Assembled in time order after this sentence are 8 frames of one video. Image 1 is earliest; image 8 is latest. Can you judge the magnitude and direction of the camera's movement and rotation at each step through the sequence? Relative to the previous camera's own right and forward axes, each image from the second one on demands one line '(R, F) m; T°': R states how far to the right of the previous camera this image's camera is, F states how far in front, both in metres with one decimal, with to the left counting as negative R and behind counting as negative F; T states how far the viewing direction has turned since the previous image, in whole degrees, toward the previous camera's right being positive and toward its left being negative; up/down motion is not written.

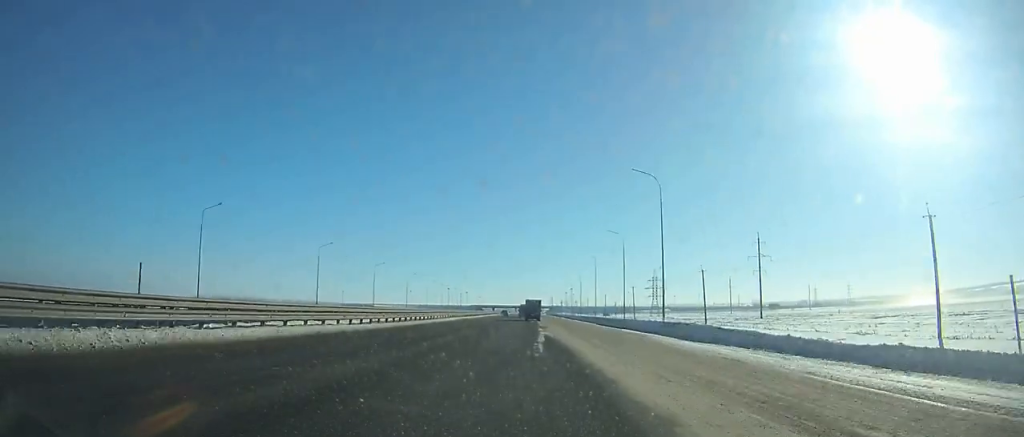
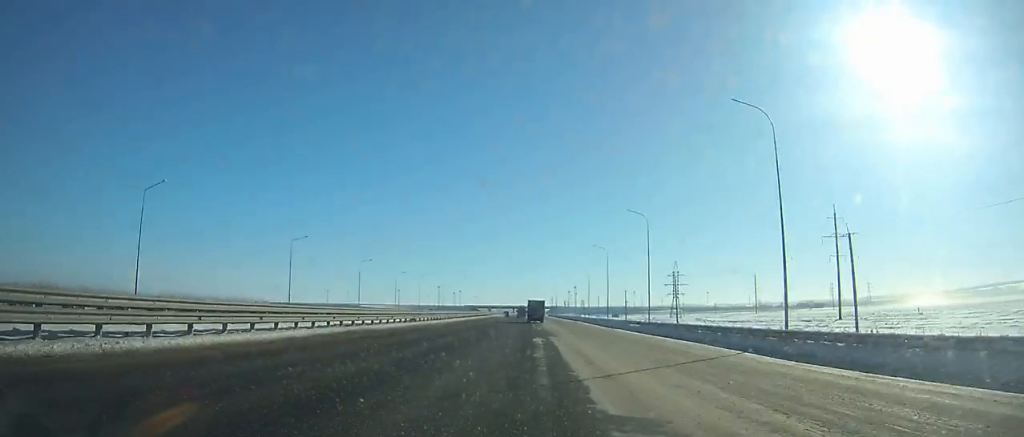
(0.0, +44.6) m; 0°
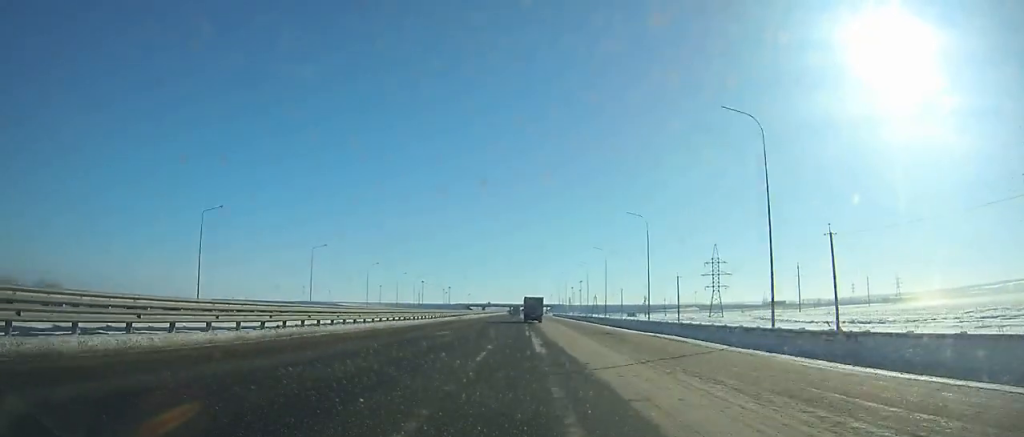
(-0.1, +58.0) m; 0°
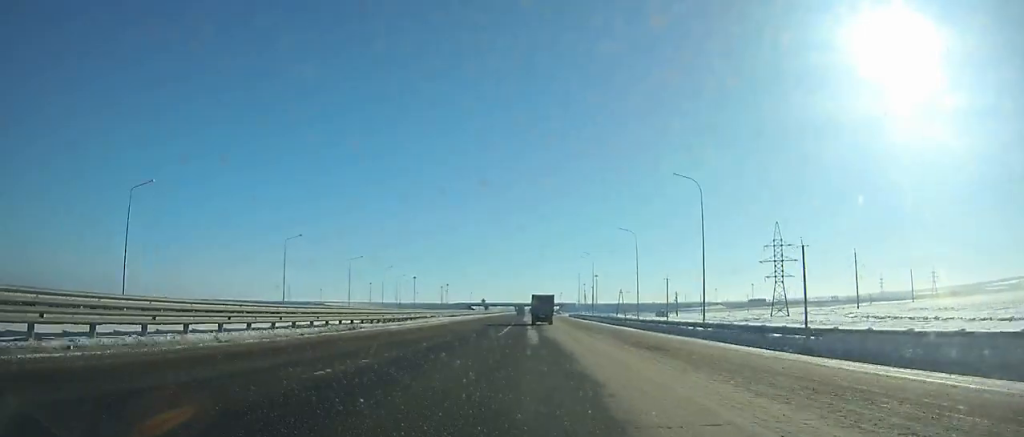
(-0.1, +47.2) m; 0°
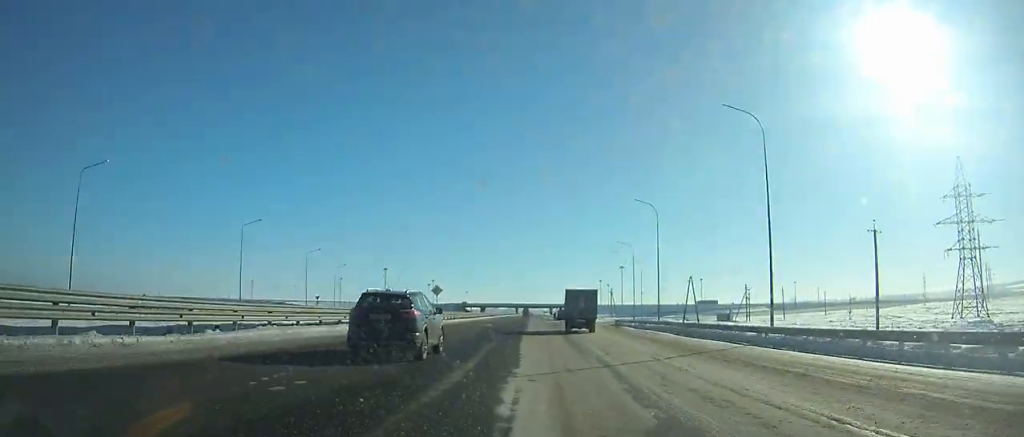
(+0.1, +73.4) m; 0°
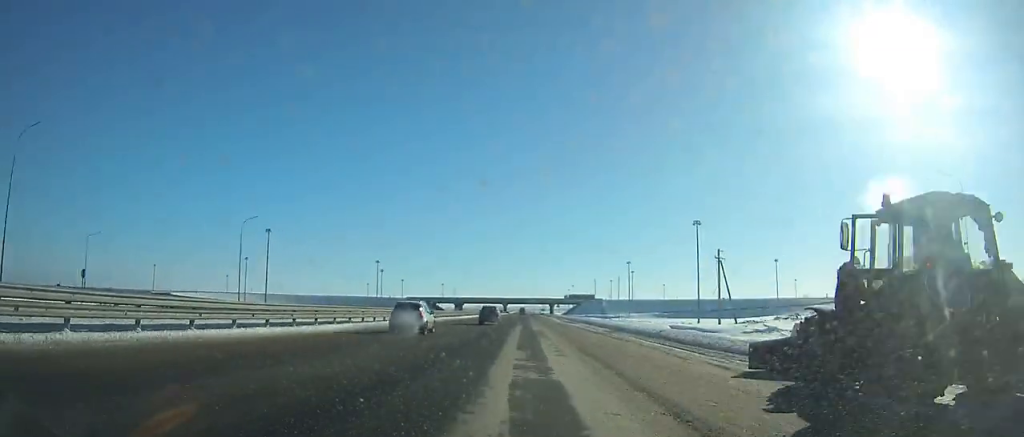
(0.0, +109.2) m; 0°
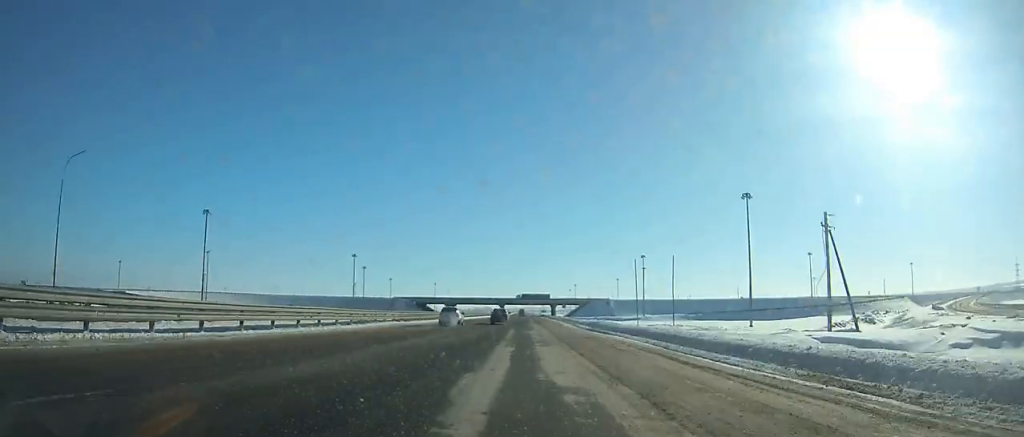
(+0.1, +28.6) m; 0°
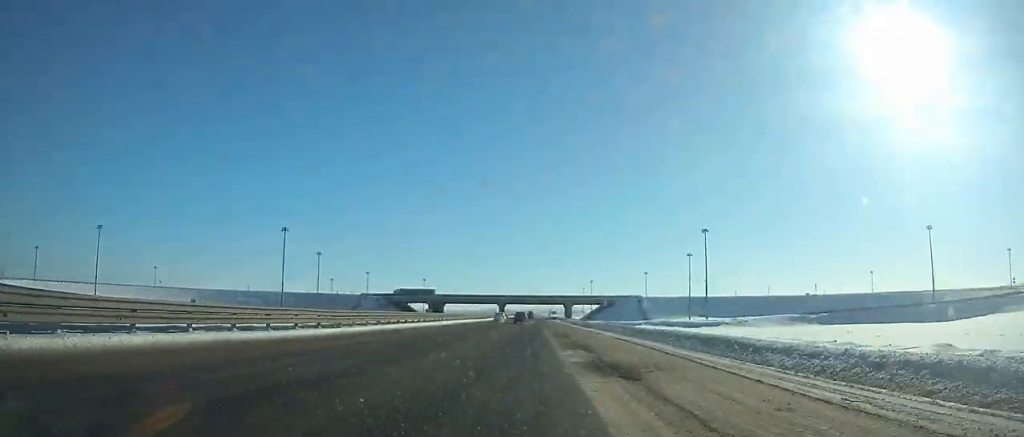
(-0.2, +60.7) m; 0°
